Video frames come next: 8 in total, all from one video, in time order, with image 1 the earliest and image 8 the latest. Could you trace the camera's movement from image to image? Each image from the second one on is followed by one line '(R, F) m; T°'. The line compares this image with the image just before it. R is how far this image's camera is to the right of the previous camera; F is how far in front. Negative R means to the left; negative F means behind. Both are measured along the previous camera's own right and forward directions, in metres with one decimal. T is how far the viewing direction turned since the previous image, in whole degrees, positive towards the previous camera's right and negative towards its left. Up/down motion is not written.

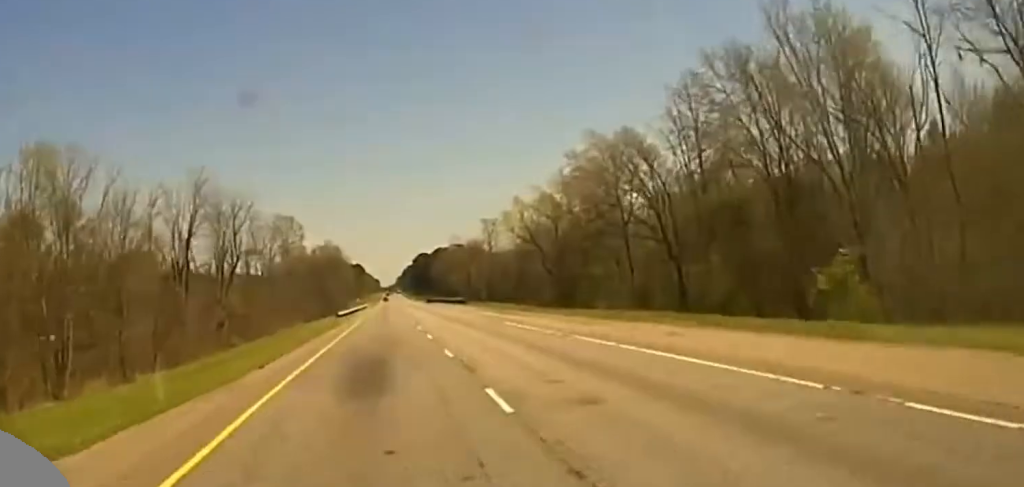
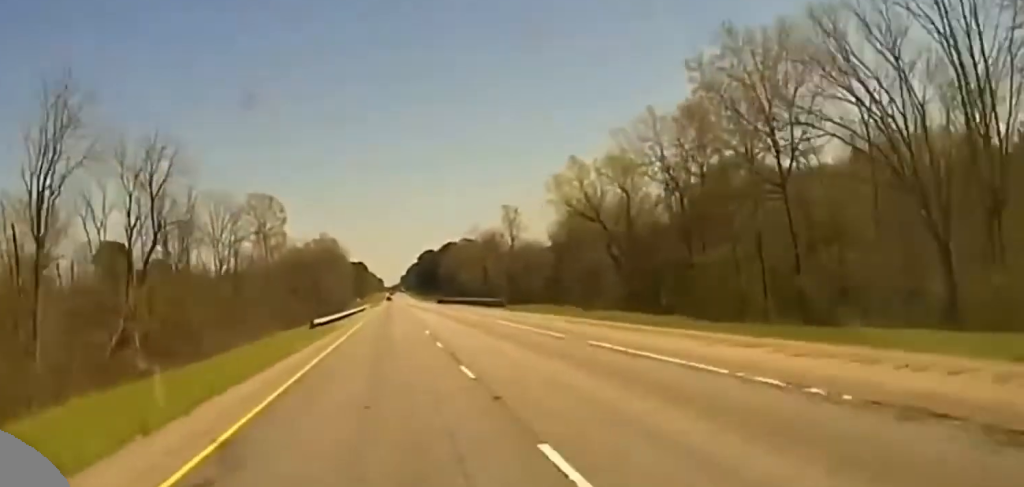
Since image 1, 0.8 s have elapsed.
(-0.3, +44.9) m; 0°
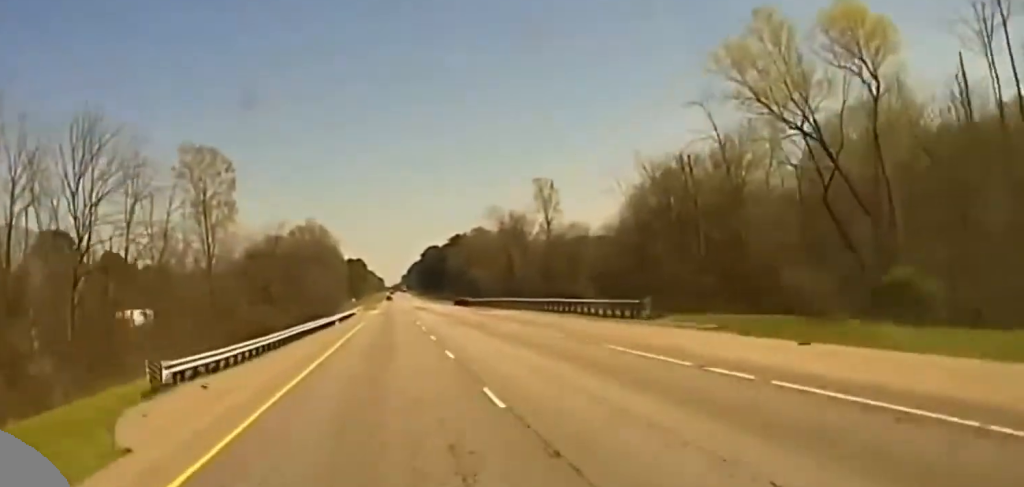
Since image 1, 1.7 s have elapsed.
(+0.4, +53.7) m; 0°
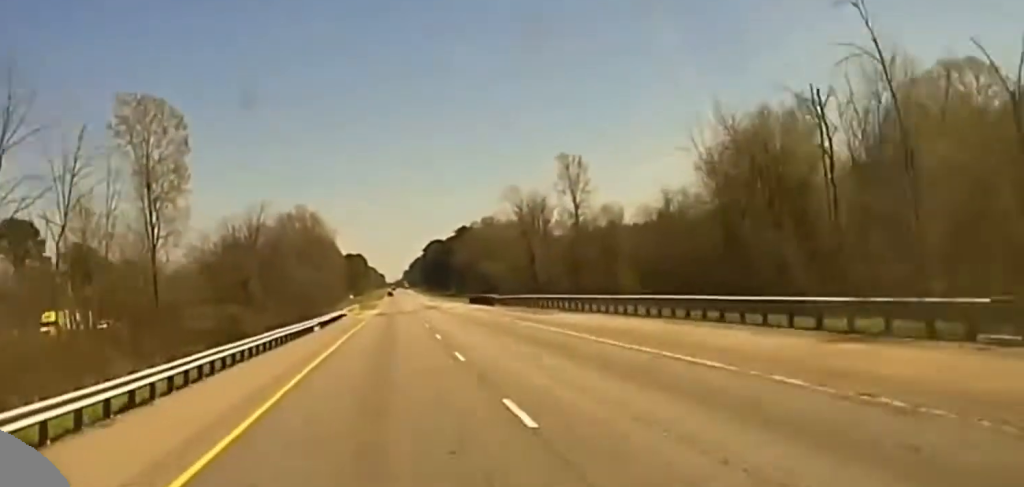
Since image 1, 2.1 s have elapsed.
(-0.3, +28.7) m; 0°
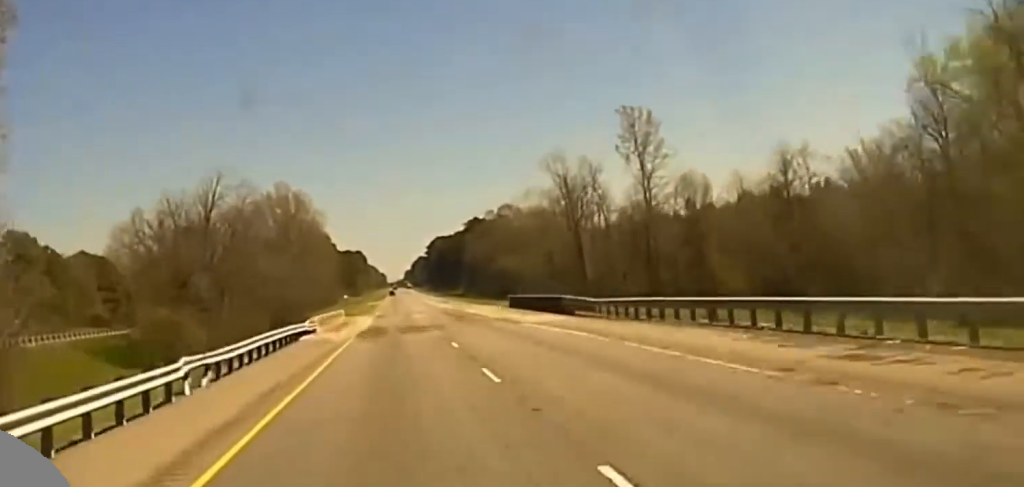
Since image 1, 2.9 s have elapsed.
(-0.2, +47.9) m; 0°
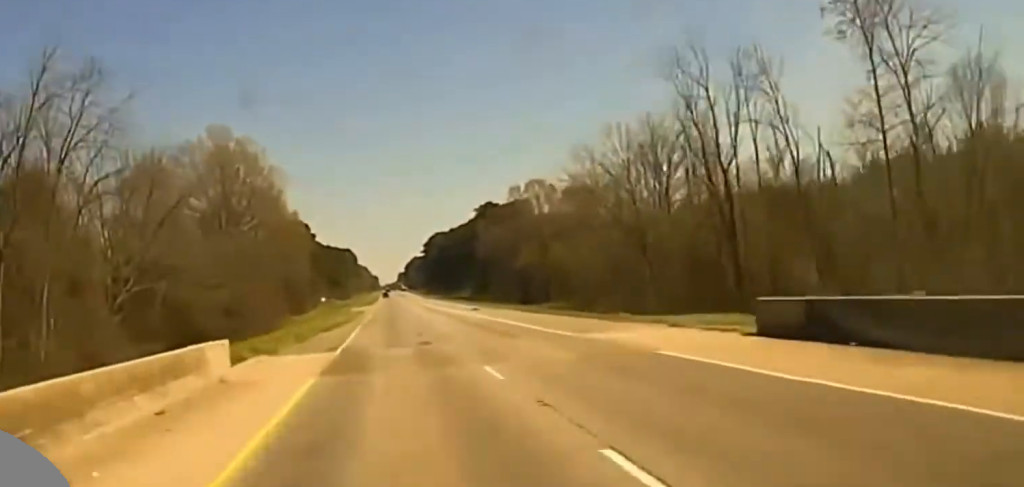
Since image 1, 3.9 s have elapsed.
(+0.3, +63.2) m; 0°
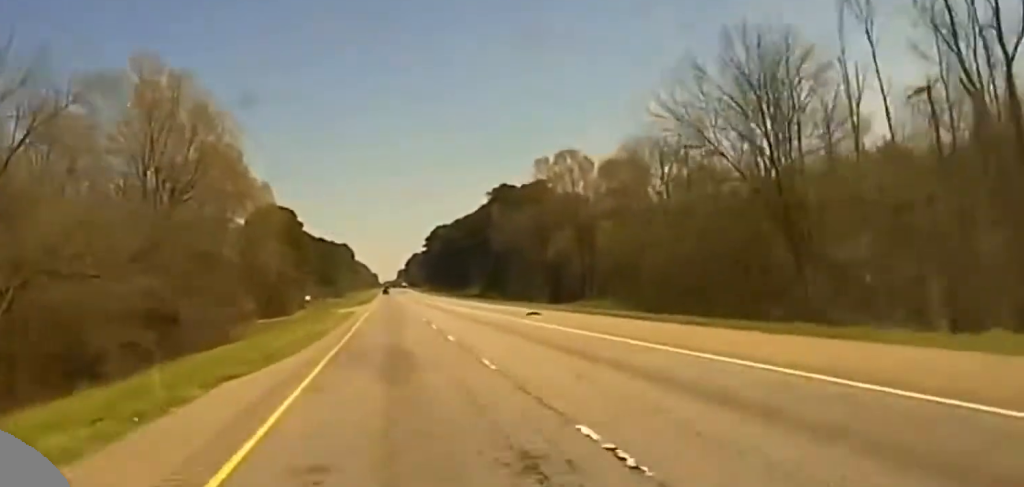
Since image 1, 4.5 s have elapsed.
(0.0, +32.2) m; 0°
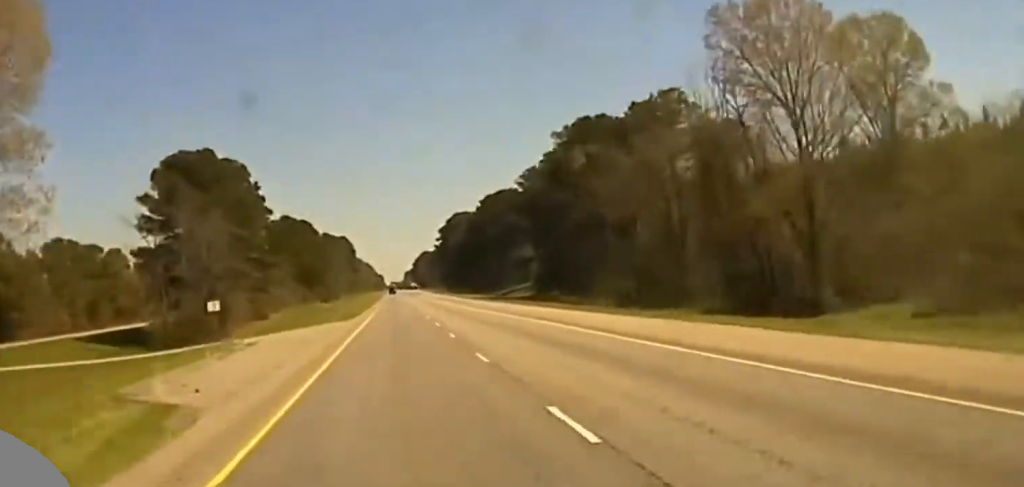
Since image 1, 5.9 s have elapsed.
(+0.3, +73.9) m; 0°
